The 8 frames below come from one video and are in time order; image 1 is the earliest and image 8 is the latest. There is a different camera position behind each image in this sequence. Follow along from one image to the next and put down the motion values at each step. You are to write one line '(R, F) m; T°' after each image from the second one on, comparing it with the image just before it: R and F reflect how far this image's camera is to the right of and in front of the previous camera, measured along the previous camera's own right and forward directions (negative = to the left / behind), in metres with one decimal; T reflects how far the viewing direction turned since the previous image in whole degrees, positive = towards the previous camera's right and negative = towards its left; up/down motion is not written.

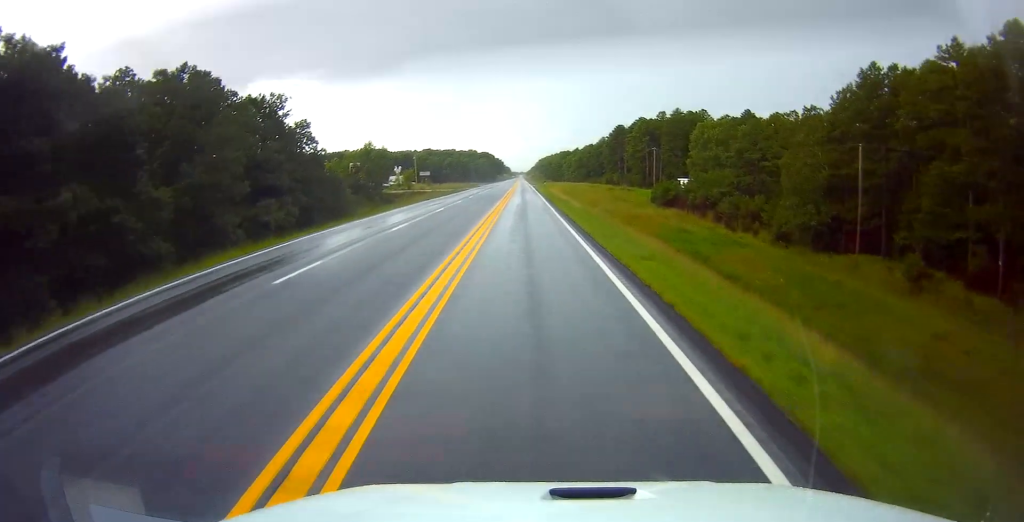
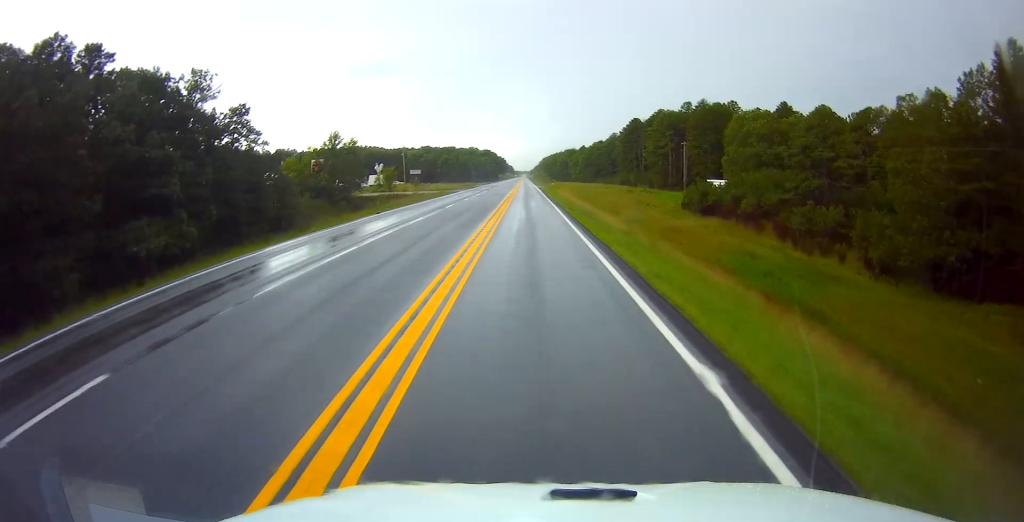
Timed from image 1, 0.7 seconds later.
(0.0, +21.4) m; 0°
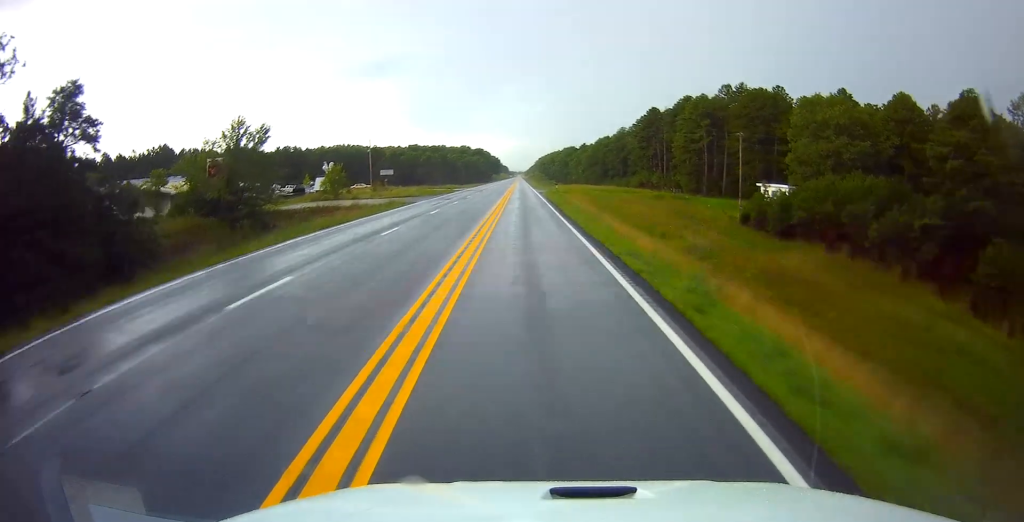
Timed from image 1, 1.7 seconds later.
(0.0, +29.5) m; 0°
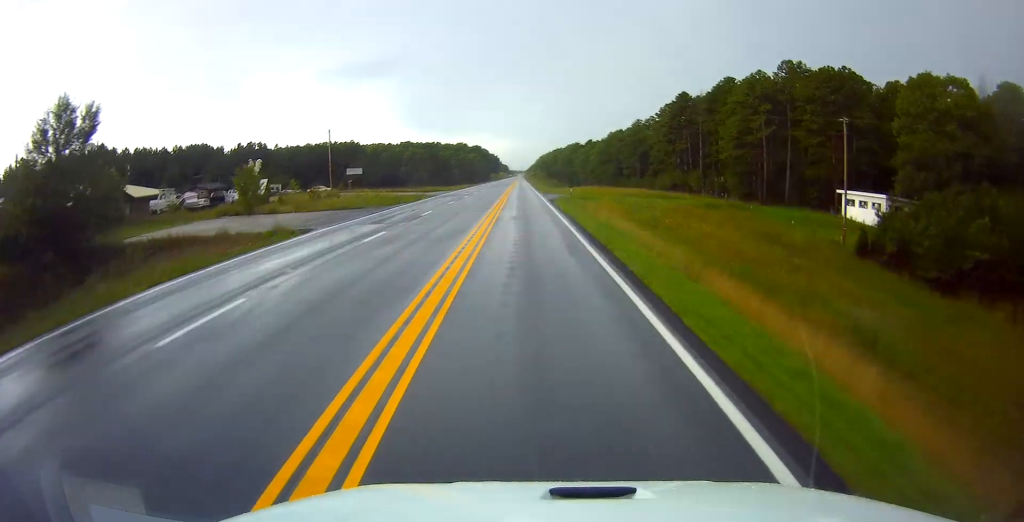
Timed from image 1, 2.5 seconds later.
(0.0, +26.5) m; 0°
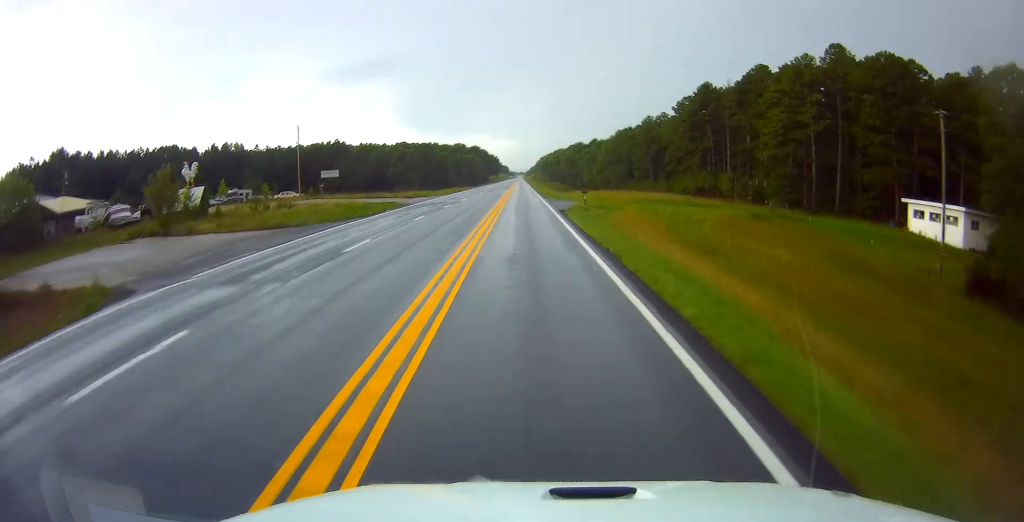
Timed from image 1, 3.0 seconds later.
(0.0, +14.2) m; 0°
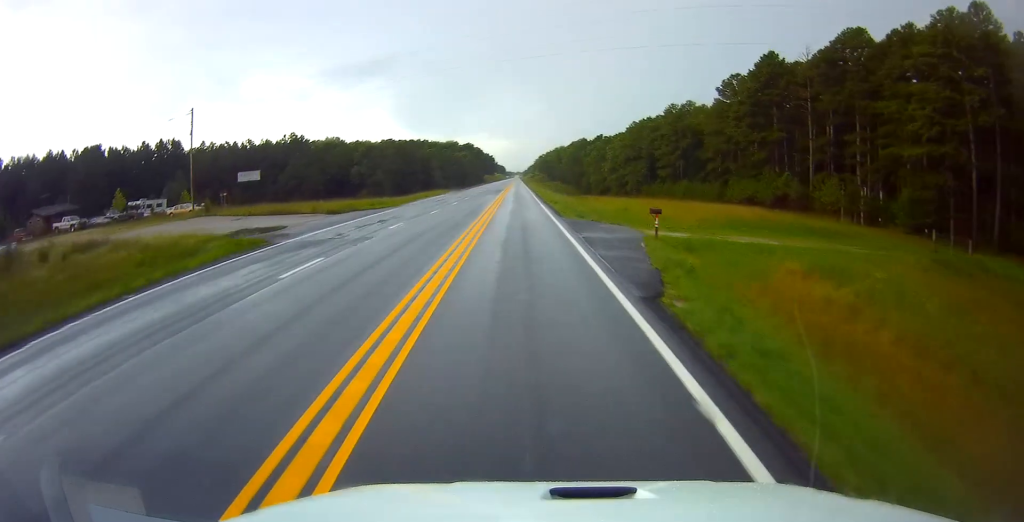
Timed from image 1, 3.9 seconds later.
(-0.2, +28.4) m; -1°
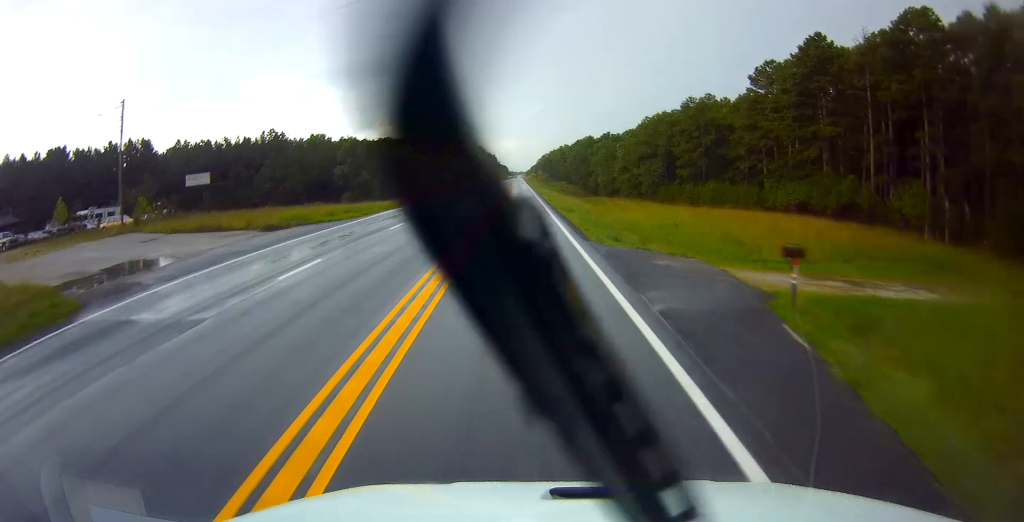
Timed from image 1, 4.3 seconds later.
(-0.2, +12.1) m; 0°
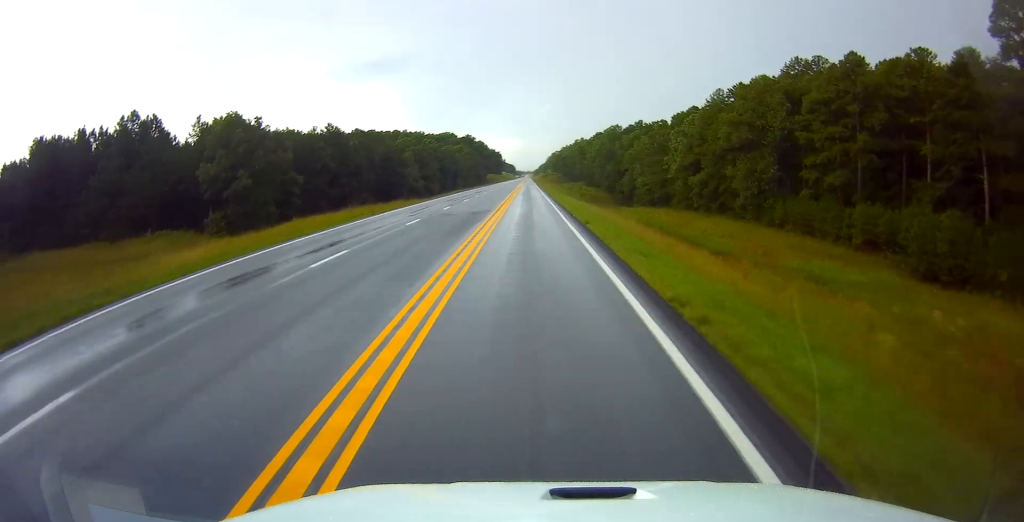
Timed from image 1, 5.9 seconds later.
(+0.5, +46.8) m; +1°
